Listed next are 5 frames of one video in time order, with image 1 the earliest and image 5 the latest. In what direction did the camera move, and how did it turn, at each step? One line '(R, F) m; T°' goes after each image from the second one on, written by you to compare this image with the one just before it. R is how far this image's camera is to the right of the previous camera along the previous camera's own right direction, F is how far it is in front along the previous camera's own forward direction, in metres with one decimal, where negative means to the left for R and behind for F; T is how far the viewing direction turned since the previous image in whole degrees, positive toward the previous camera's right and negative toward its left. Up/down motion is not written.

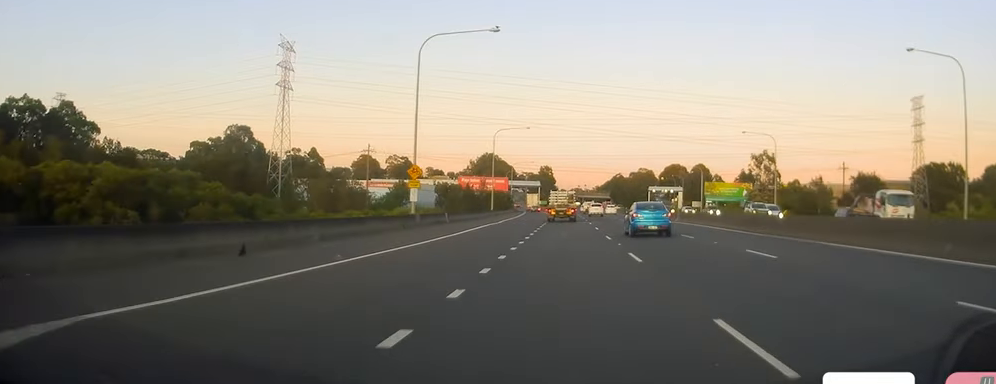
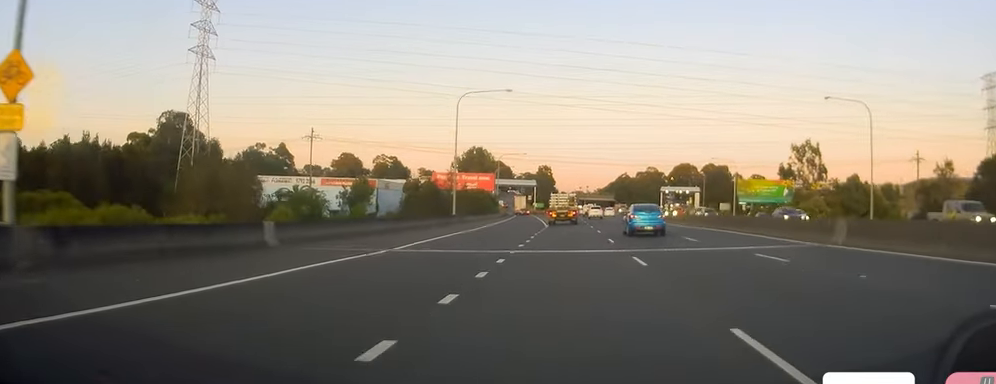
(-0.1, +36.6) m; 0°
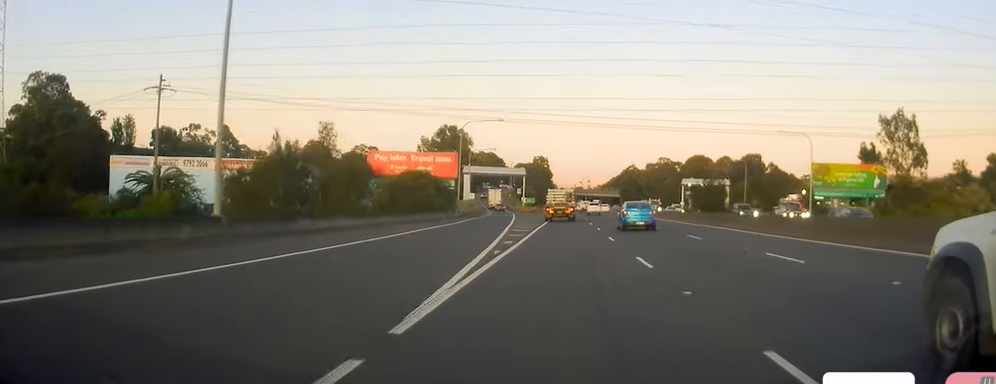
(-0.6, +48.4) m; -1°
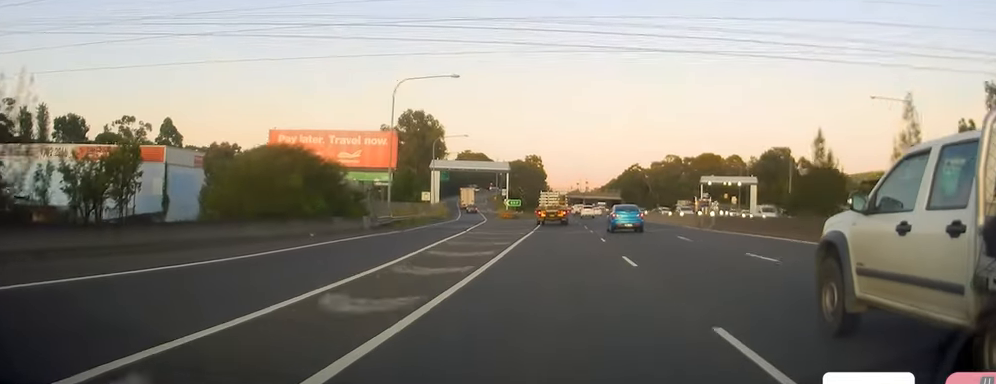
(+0.1, +34.1) m; +1°
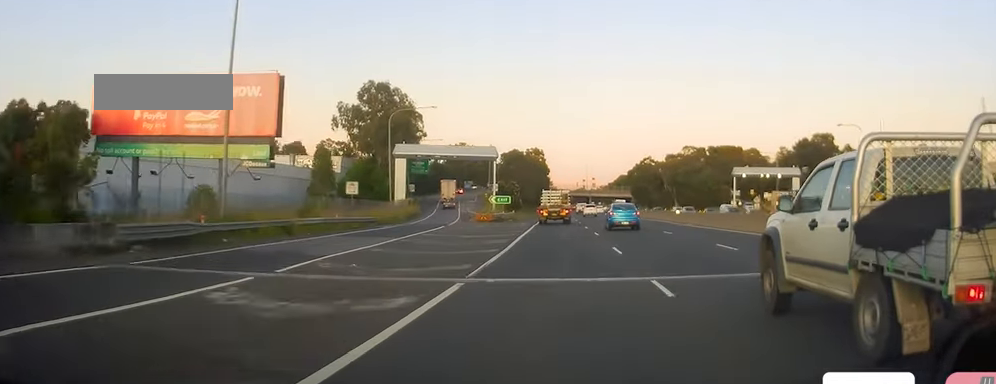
(+0.2, +29.5) m; 0°
